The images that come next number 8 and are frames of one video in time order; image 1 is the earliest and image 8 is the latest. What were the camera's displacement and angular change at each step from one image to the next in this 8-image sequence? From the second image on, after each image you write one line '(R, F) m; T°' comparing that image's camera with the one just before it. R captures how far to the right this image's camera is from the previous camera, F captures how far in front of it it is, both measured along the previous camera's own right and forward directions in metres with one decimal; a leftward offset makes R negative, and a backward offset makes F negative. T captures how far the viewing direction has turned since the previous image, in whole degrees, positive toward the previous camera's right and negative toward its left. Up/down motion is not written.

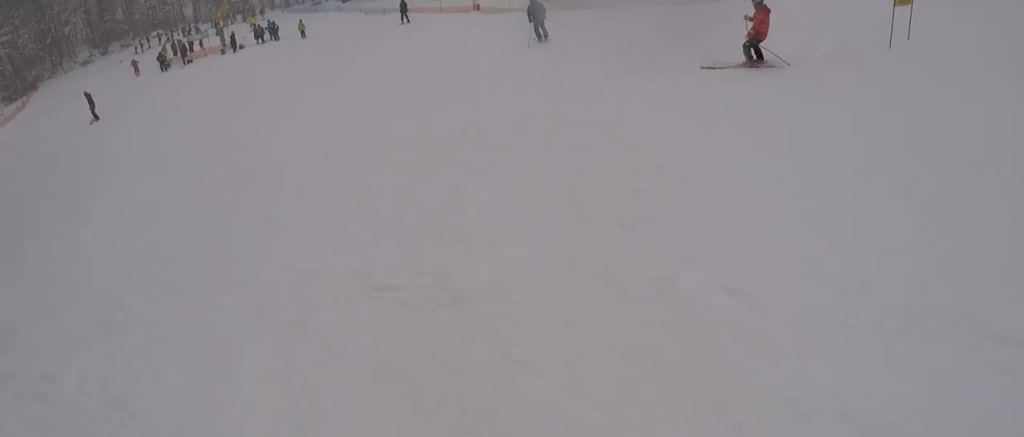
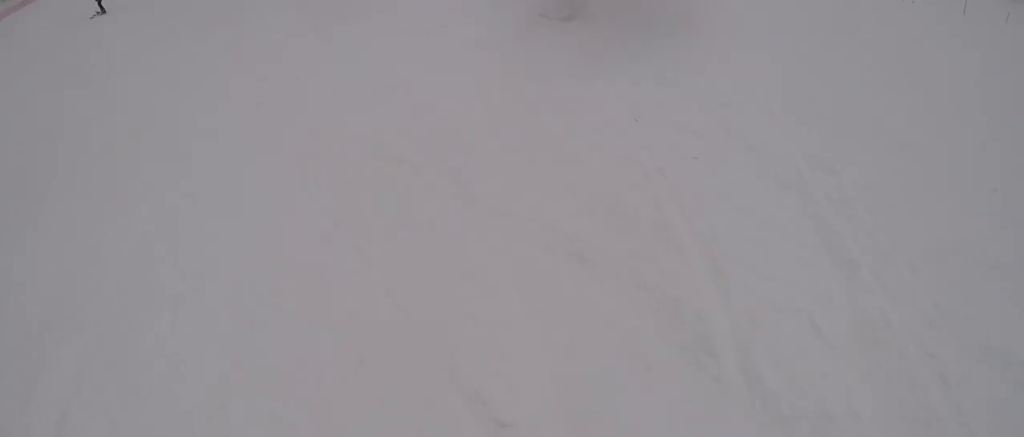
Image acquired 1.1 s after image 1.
(-0.9, +7.4) m; +1°
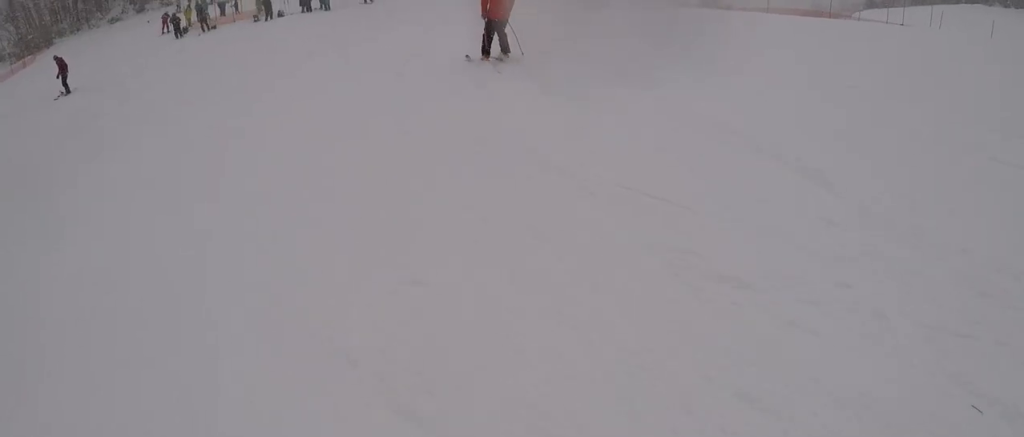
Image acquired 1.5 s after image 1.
(-0.4, +3.4) m; +7°
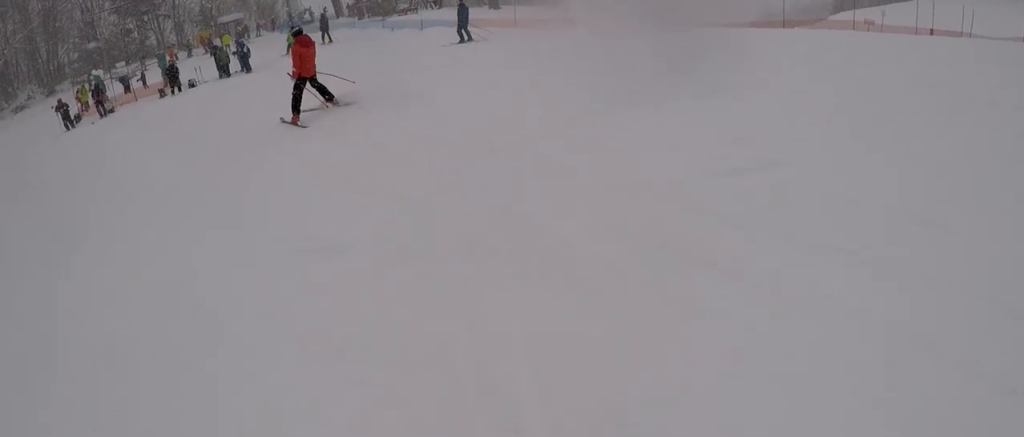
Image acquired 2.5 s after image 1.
(+1.6, +6.3) m; +6°
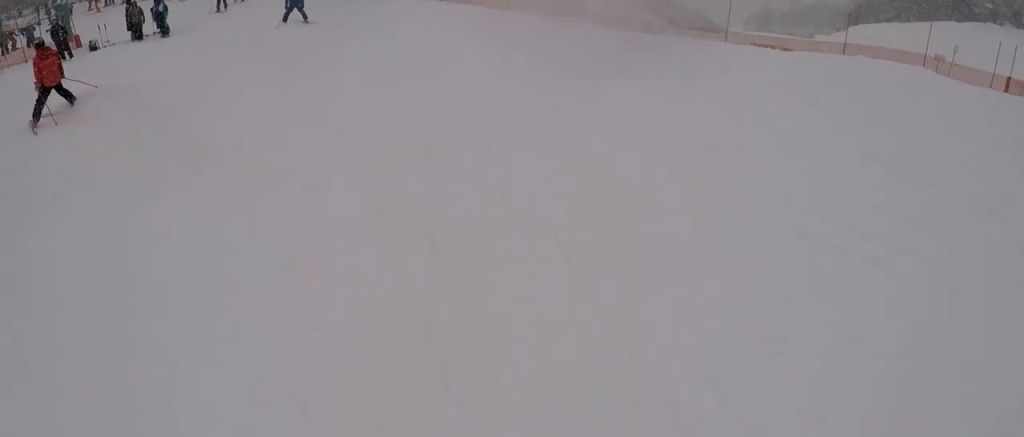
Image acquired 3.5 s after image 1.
(-0.8, +6.4) m; -10°
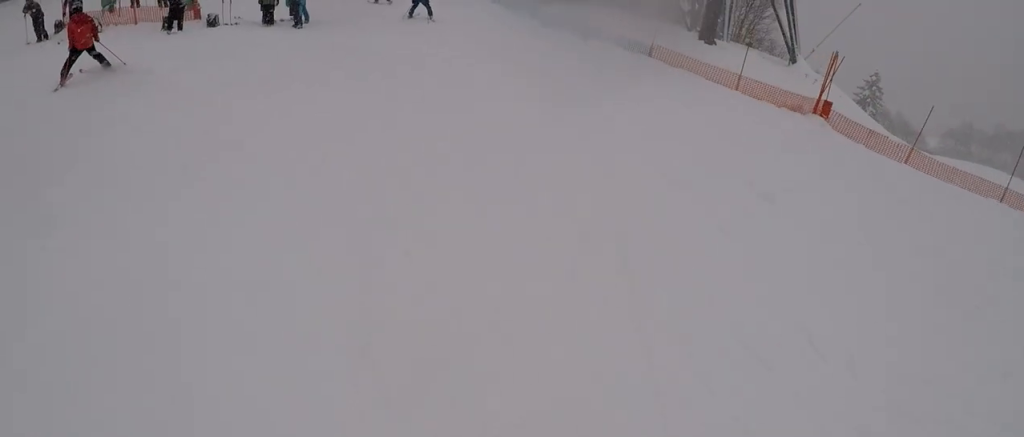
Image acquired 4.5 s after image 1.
(-0.2, +6.0) m; -6°
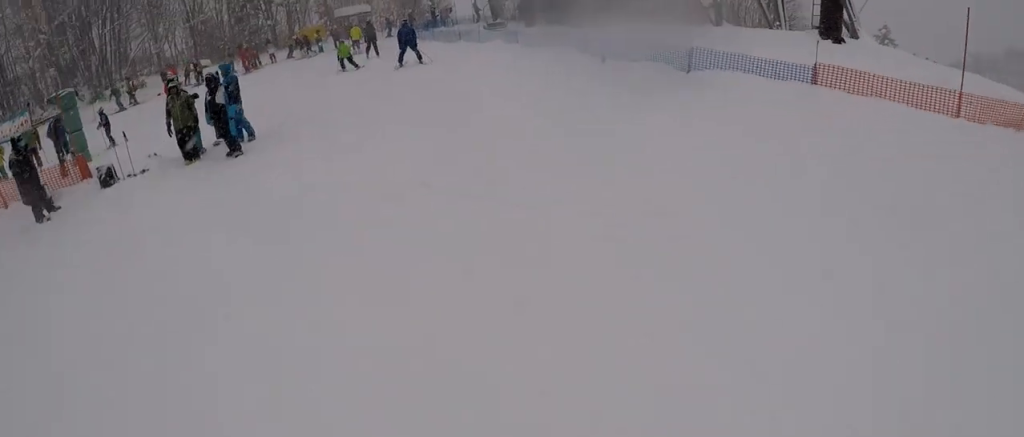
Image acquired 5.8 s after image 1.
(-1.1, +7.5) m; -12°
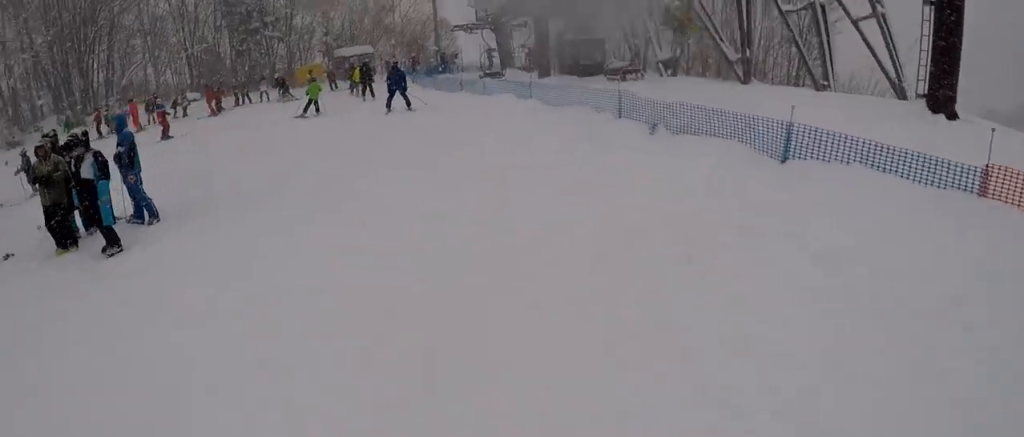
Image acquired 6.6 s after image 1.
(-0.7, +3.8) m; +6°
